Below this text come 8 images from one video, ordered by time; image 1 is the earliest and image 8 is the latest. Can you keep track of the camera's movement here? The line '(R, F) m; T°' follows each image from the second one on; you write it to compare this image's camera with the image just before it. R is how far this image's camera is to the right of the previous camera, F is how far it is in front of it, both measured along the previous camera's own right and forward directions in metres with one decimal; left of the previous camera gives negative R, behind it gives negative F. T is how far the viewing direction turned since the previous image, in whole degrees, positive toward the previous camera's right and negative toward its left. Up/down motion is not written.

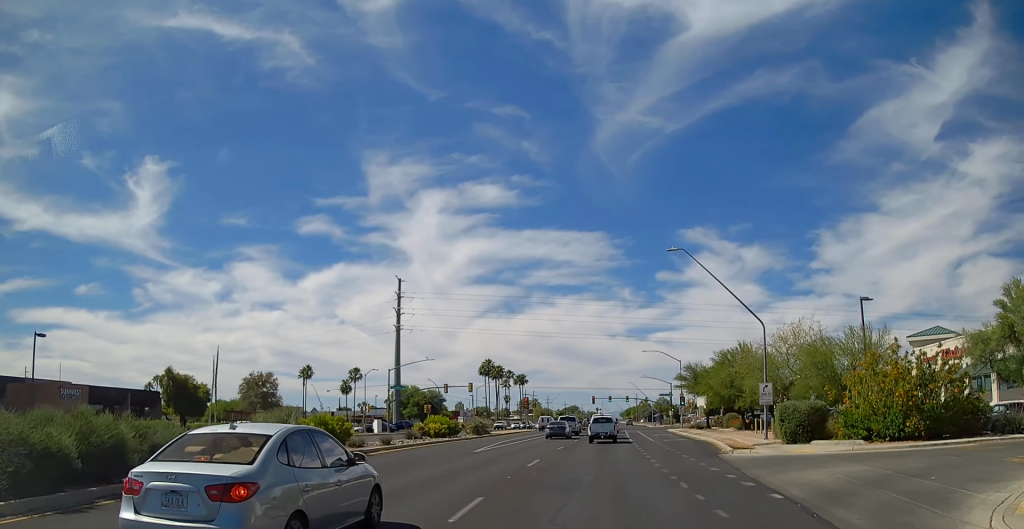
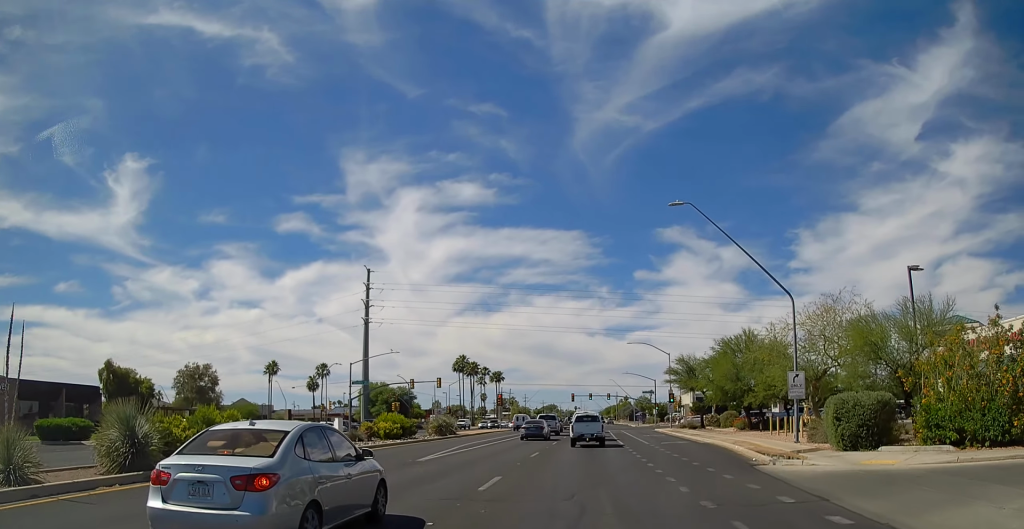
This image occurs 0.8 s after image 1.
(+0.5, +8.3) m; 0°
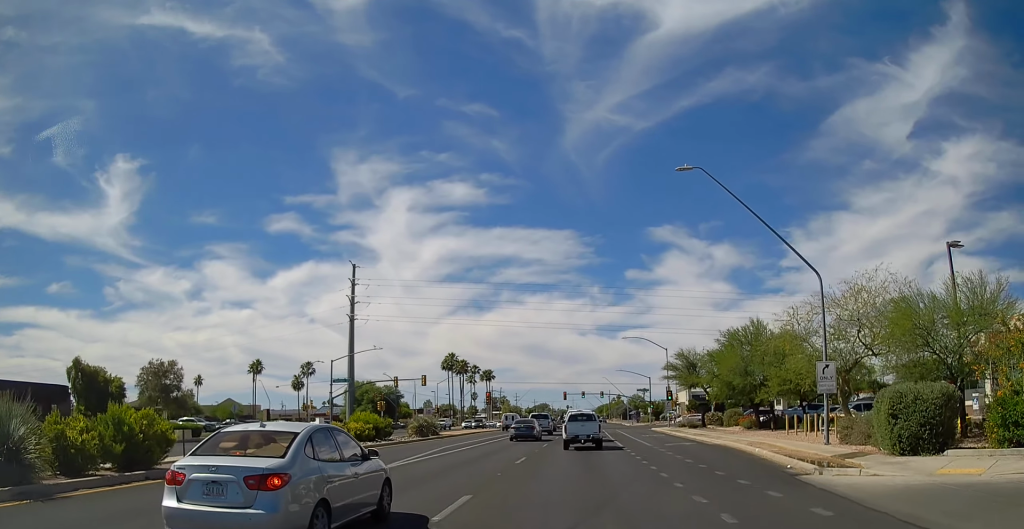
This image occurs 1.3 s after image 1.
(+0.1, +4.5) m; 0°
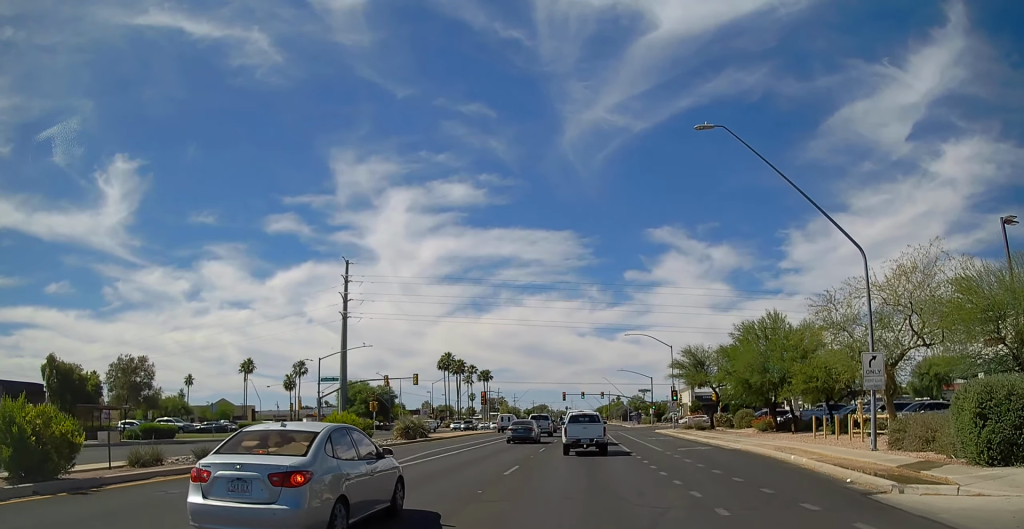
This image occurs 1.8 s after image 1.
(-0.4, +4.2) m; -1°
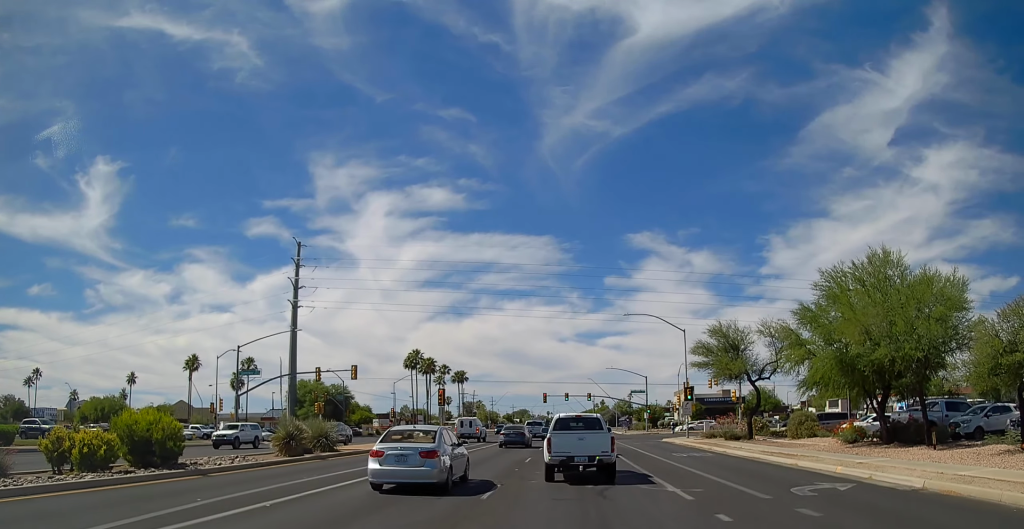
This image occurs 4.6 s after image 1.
(+1.2, +17.2) m; +6°
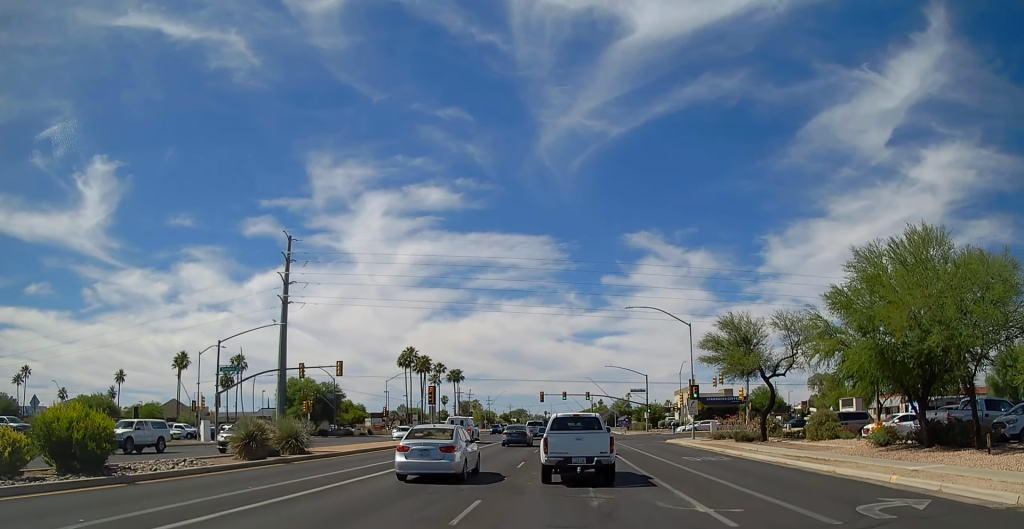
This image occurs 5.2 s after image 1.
(0.0, +3.2) m; 0°
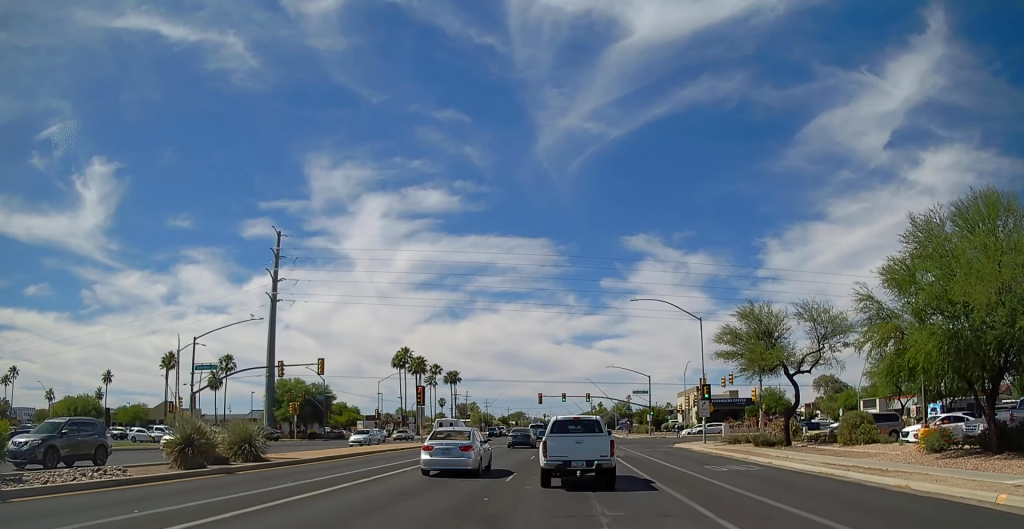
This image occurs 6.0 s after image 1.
(0.0, +3.9) m; 0°
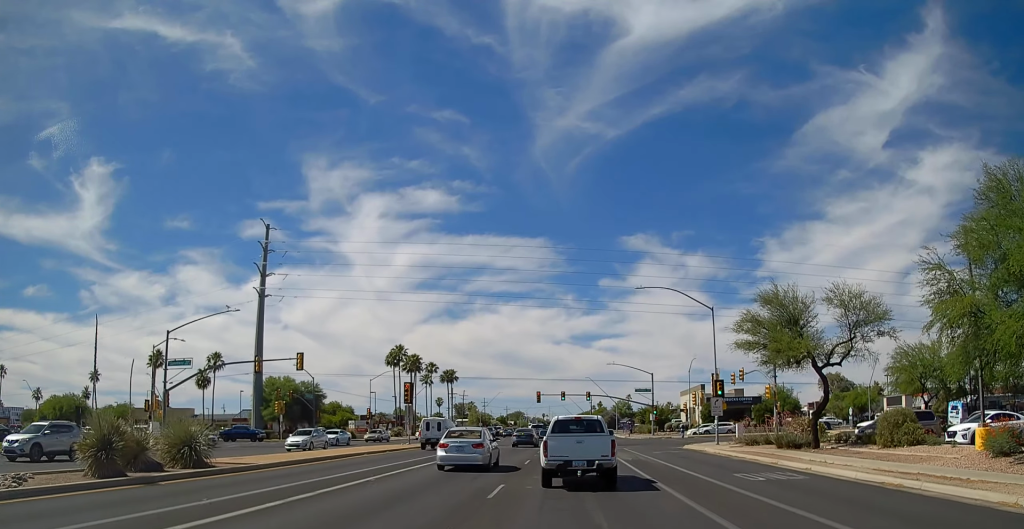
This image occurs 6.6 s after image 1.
(0.0, +3.8) m; -3°
